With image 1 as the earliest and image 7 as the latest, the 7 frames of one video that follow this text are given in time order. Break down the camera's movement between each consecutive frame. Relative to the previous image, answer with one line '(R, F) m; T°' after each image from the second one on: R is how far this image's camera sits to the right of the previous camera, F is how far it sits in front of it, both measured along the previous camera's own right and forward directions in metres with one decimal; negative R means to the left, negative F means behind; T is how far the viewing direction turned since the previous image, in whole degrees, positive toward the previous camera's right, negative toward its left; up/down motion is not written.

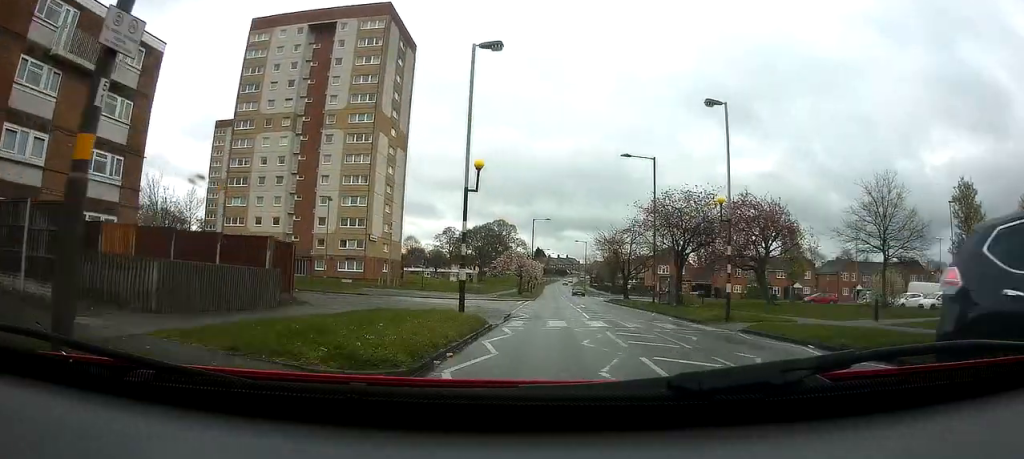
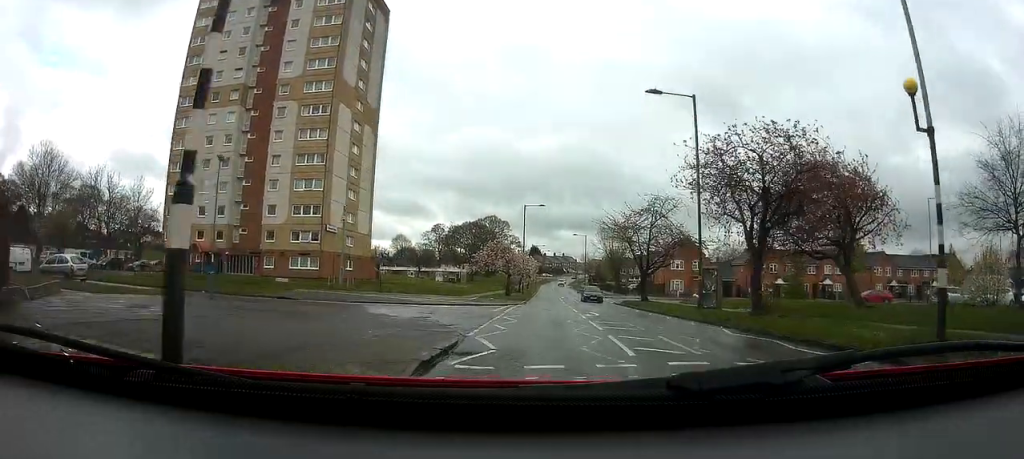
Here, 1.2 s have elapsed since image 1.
(-0.2, +13.0) m; -1°
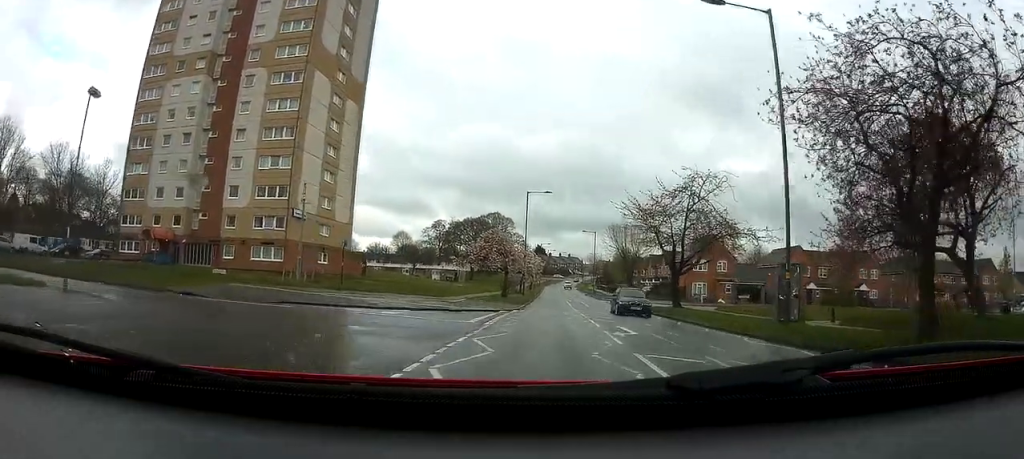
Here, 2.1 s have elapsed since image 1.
(0.0, +9.6) m; 0°
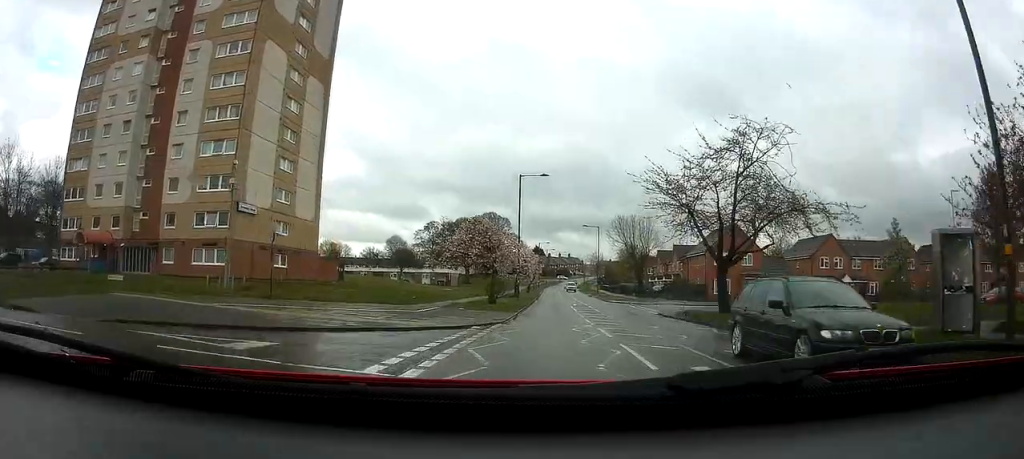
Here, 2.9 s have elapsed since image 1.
(0.0, +9.5) m; 0°
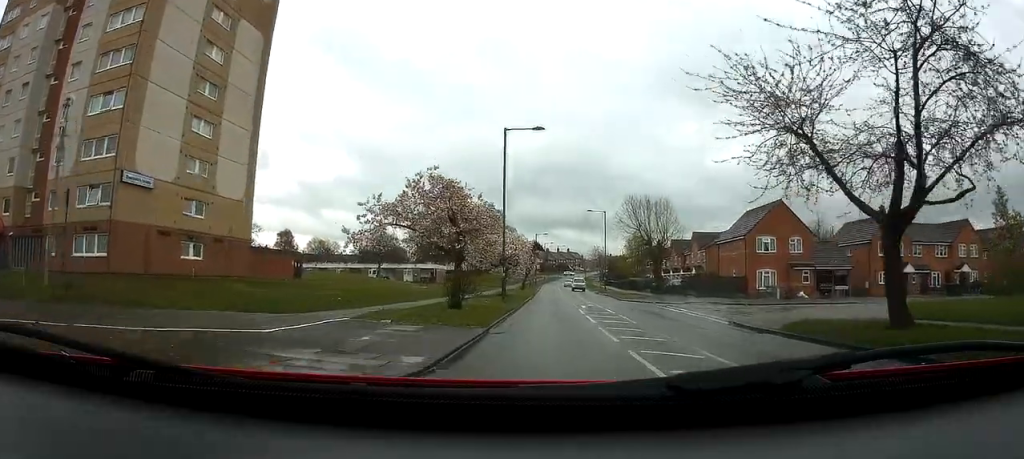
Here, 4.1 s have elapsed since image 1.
(0.0, +13.4) m; 0°
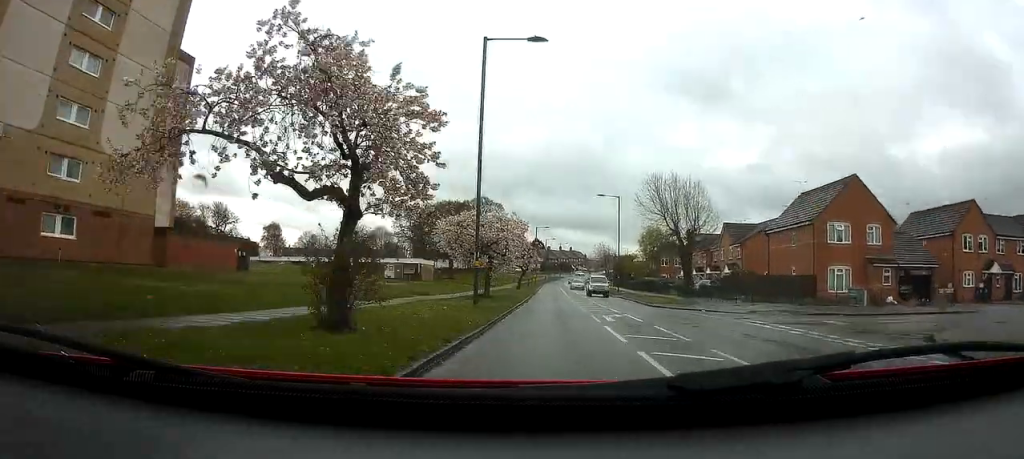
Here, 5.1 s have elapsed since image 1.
(0.0, +12.9) m; 0°
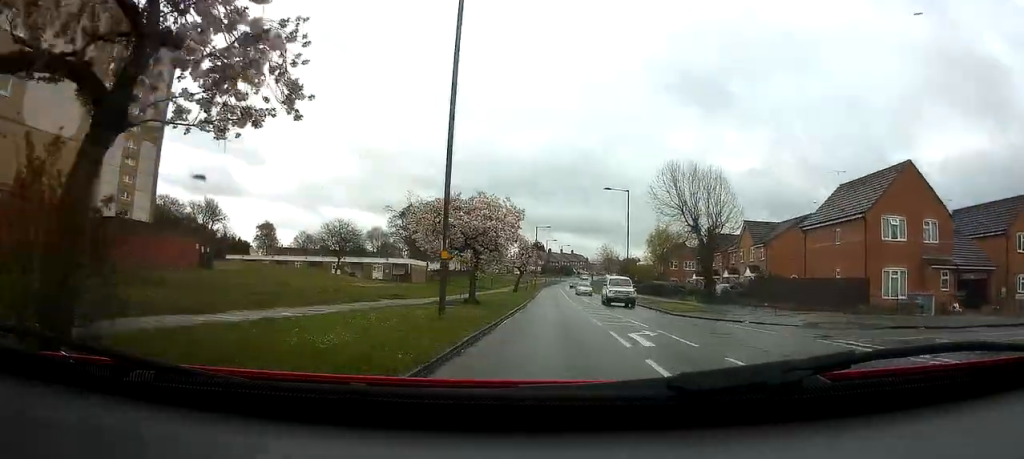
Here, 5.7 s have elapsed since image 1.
(0.0, +6.5) m; -1°
